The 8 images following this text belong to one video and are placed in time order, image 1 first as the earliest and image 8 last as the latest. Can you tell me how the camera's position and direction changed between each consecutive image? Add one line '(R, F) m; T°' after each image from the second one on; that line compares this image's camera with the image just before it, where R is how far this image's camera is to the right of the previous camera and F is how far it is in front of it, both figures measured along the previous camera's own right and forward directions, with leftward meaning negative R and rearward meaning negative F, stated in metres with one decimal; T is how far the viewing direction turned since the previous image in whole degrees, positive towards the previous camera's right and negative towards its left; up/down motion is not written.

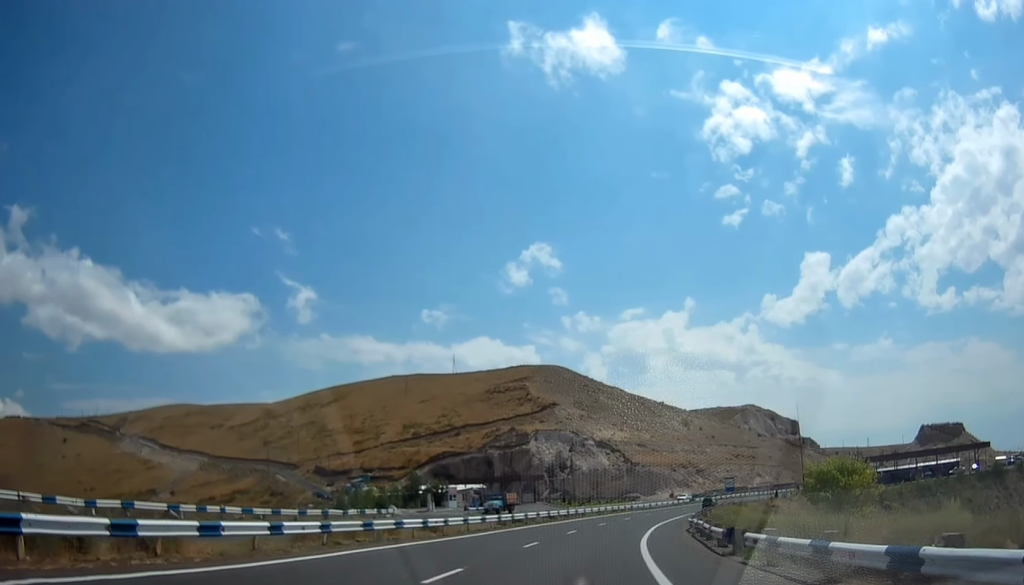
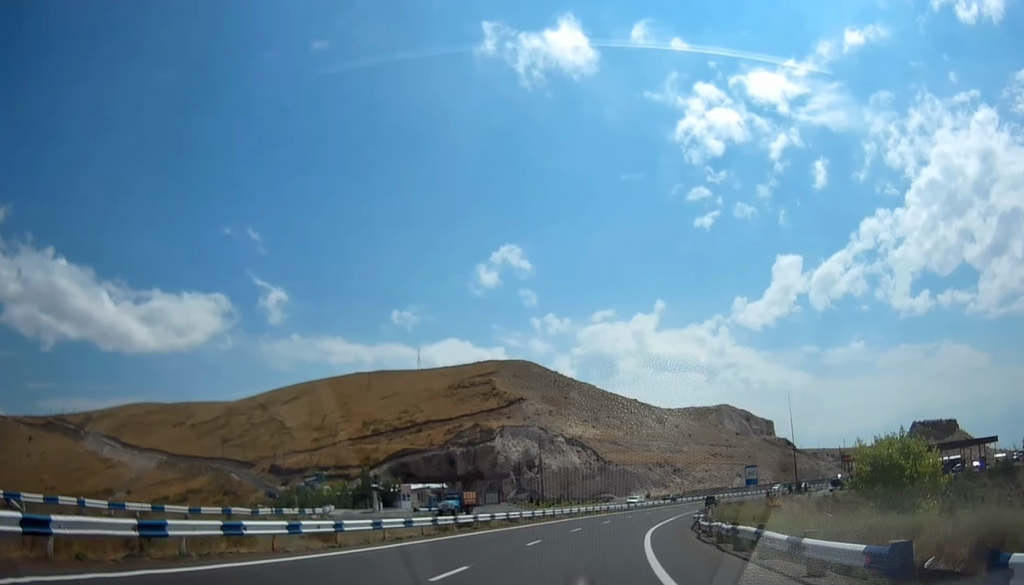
(+0.2, +11.1) m; +2°
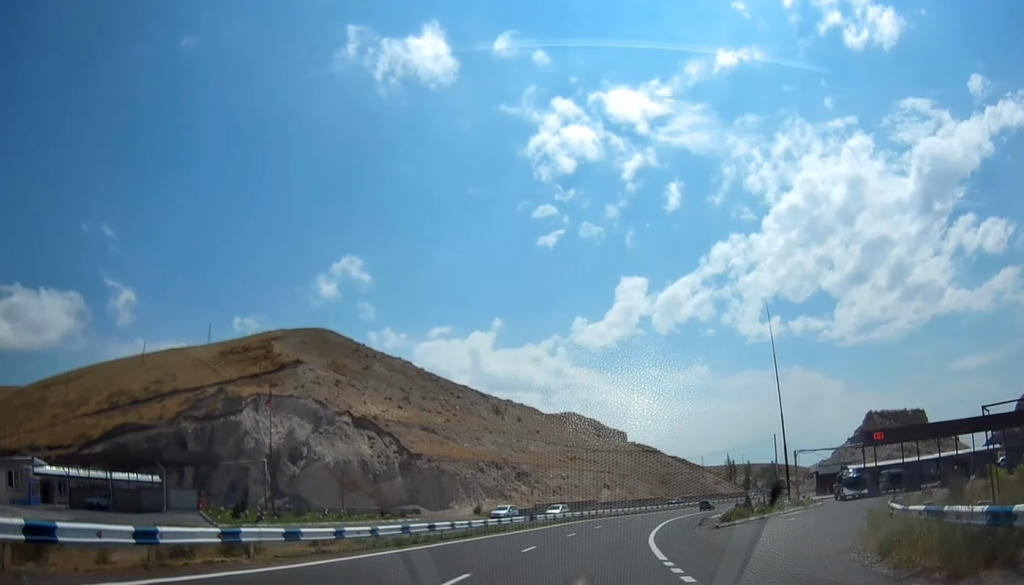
(+5.8, +54.9) m; +14°
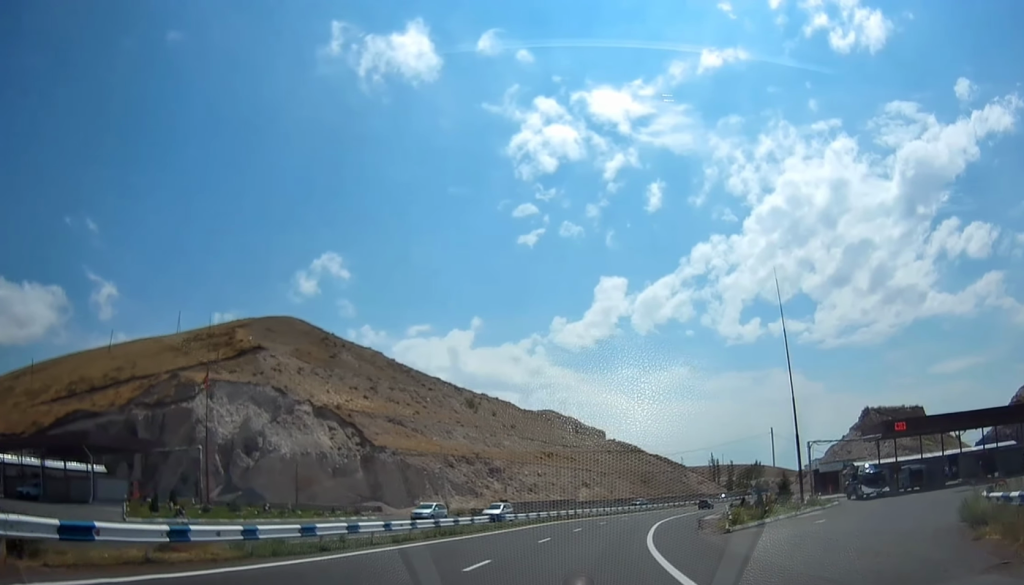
(+0.2, +7.7) m; +2°
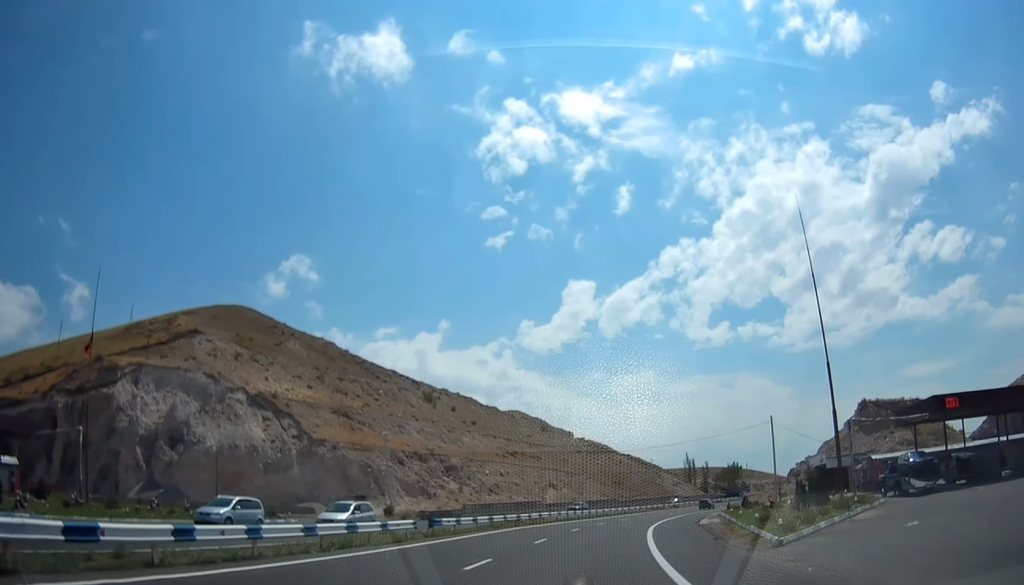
(+0.3, +11.5) m; +3°
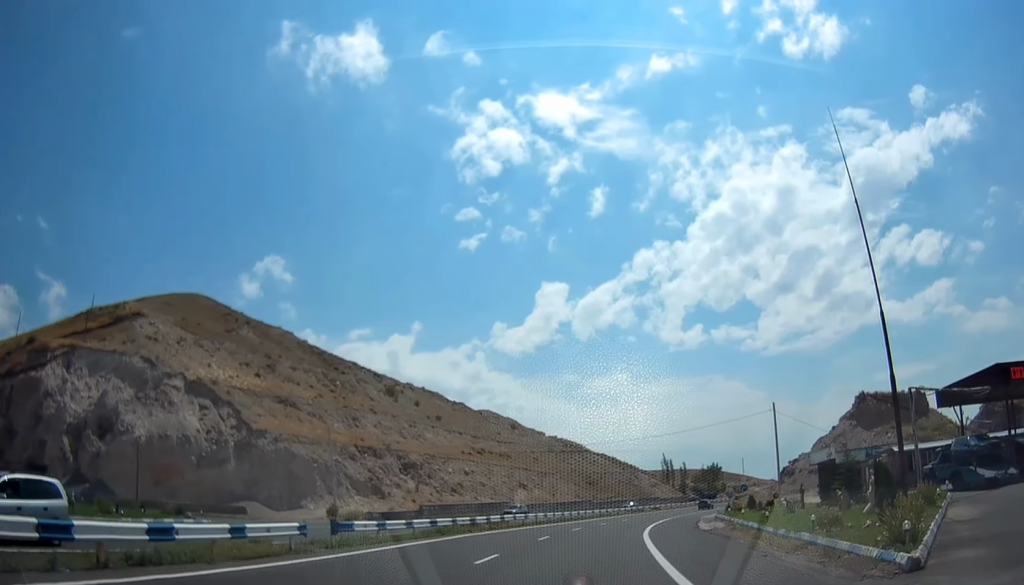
(+0.1, +9.2) m; +2°
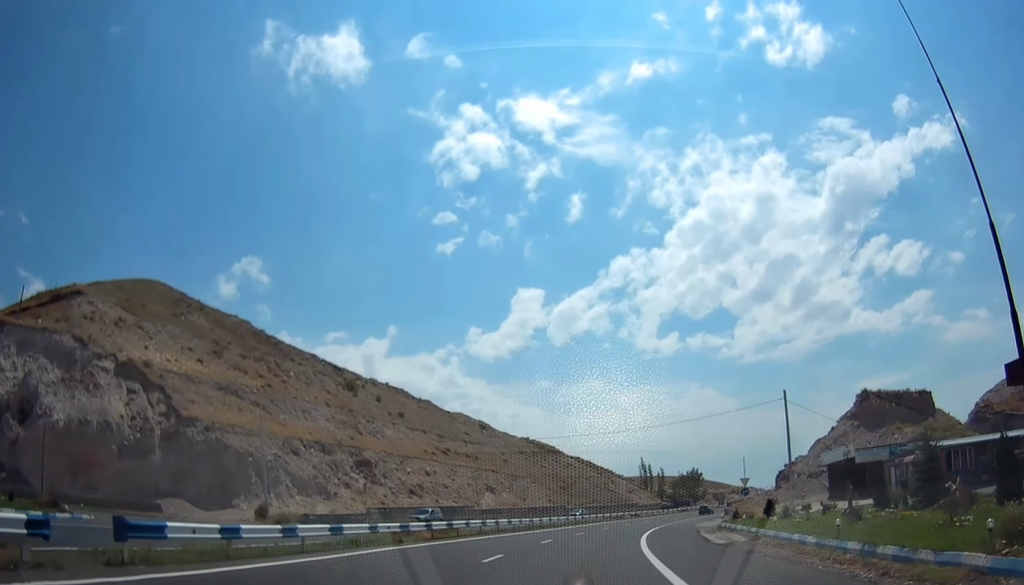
(+0.2, +9.4) m; +3°
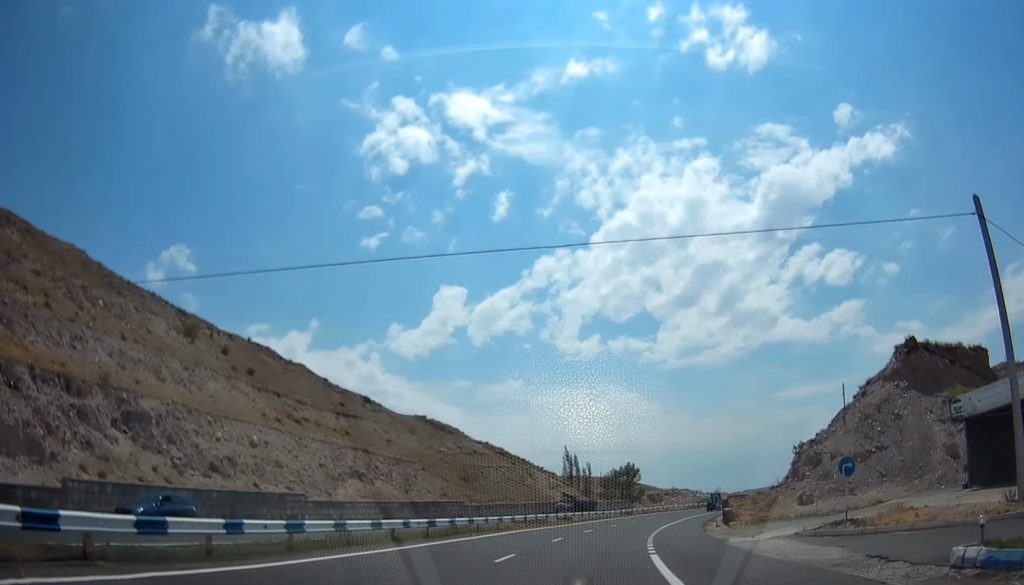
(+2.4, +32.3) m; +8°
